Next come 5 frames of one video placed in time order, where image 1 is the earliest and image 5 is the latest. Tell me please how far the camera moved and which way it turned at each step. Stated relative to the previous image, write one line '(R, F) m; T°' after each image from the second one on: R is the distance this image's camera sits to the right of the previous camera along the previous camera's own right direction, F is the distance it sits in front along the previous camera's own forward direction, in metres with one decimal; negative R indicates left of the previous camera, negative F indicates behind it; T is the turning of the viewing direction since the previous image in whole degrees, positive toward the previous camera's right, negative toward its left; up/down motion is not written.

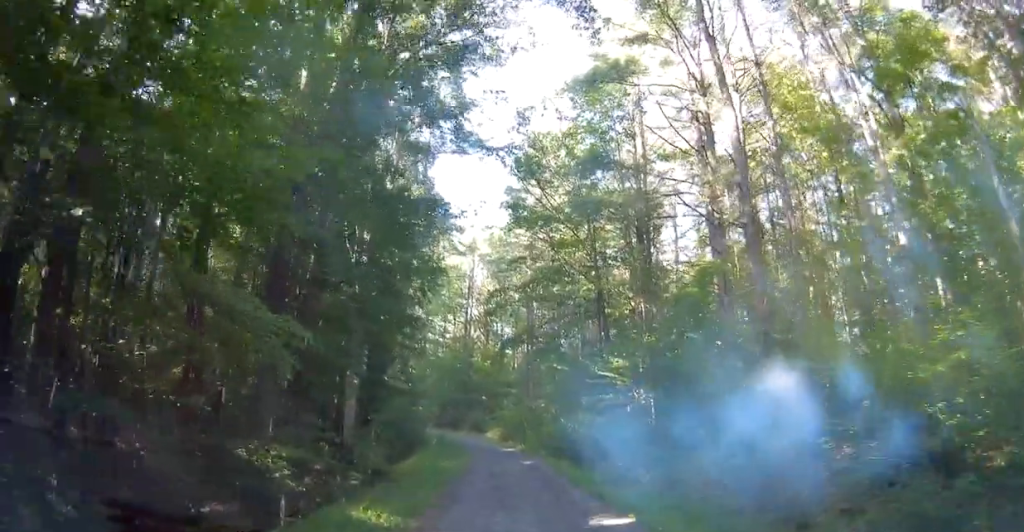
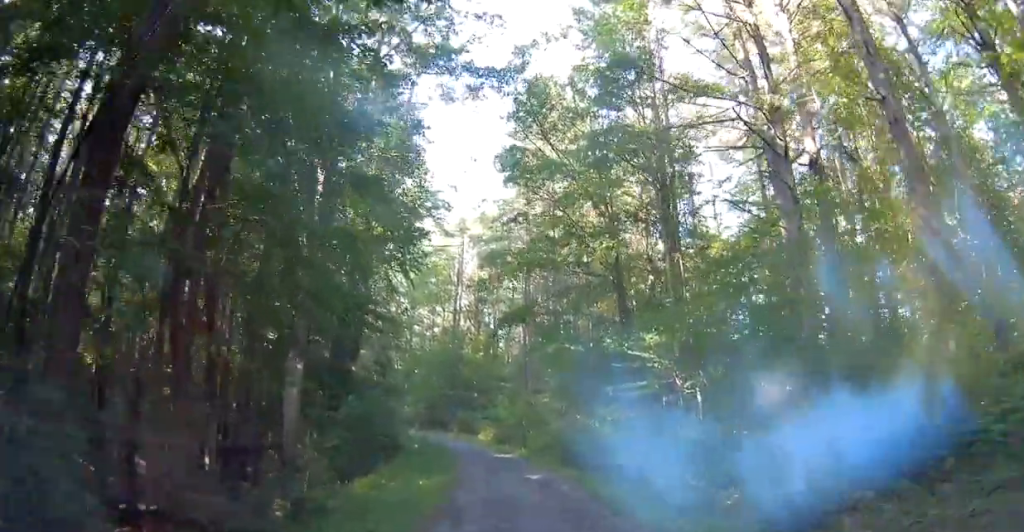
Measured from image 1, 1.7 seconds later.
(+0.2, +7.2) m; 0°
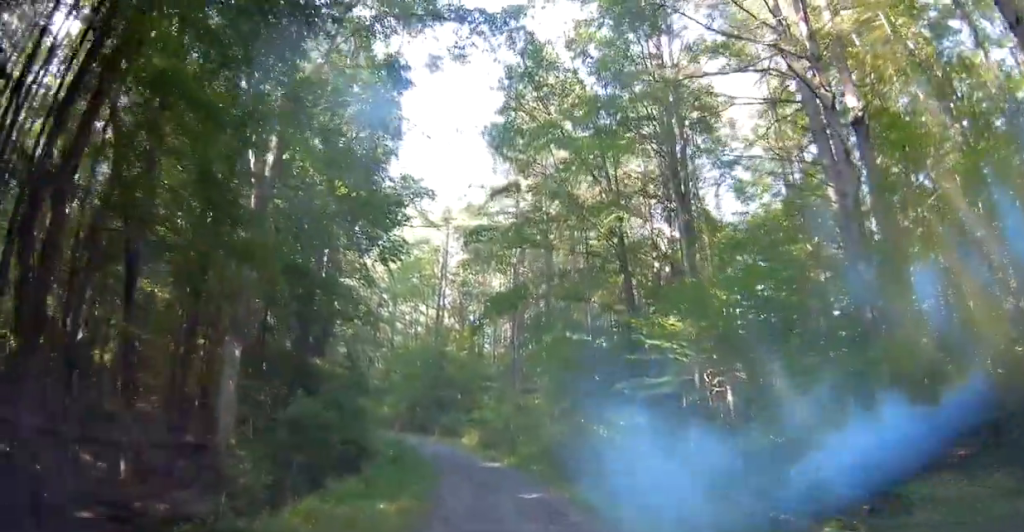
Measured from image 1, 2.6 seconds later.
(-0.3, +4.3) m; -1°
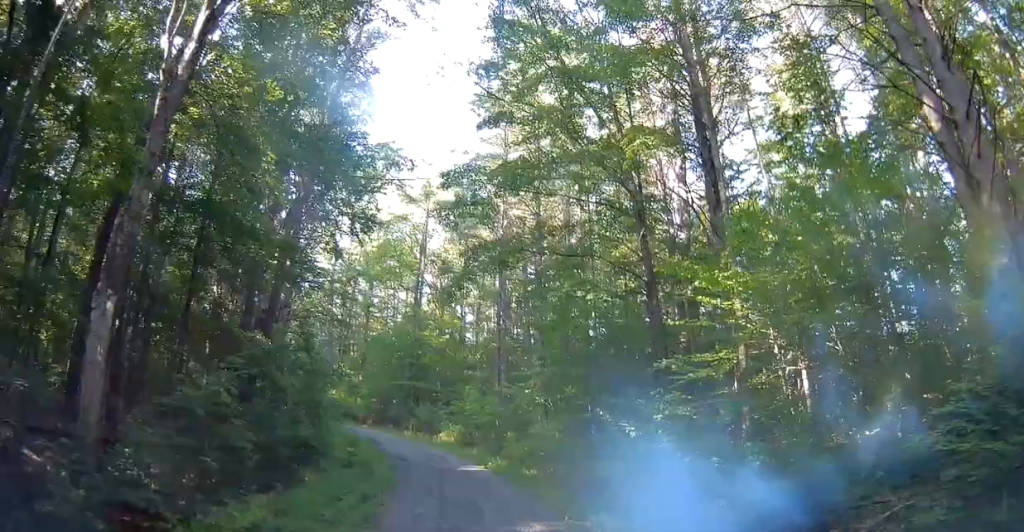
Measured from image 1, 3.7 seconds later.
(+0.3, +5.8) m; +1°
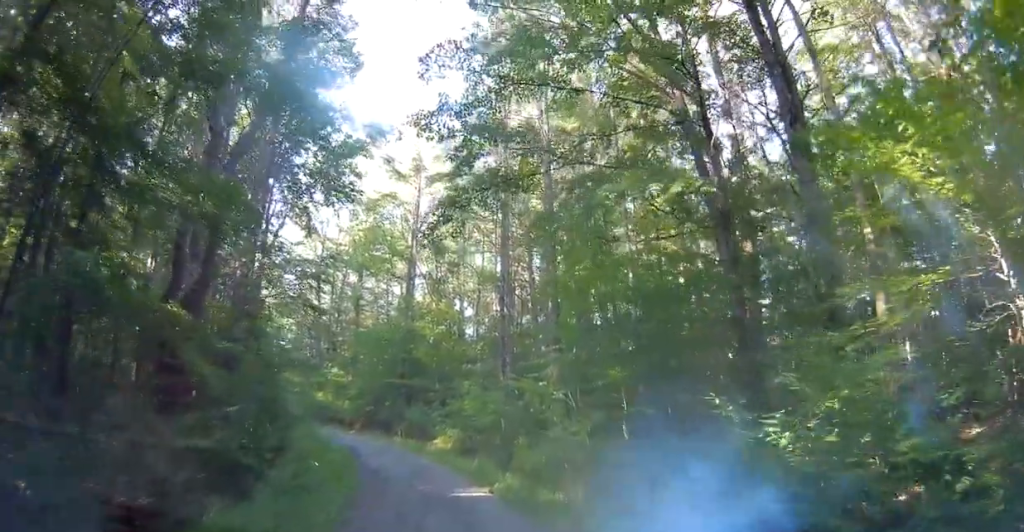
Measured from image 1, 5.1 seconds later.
(-0.4, +7.8) m; +1°
